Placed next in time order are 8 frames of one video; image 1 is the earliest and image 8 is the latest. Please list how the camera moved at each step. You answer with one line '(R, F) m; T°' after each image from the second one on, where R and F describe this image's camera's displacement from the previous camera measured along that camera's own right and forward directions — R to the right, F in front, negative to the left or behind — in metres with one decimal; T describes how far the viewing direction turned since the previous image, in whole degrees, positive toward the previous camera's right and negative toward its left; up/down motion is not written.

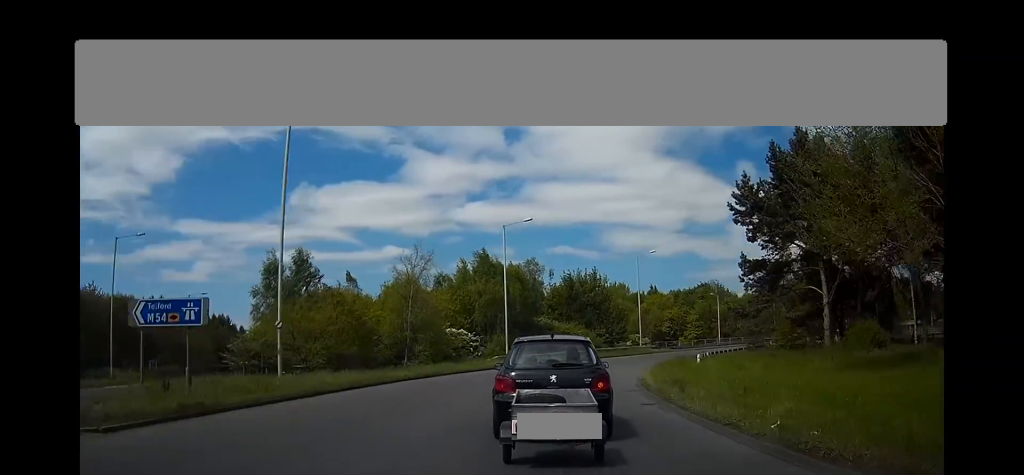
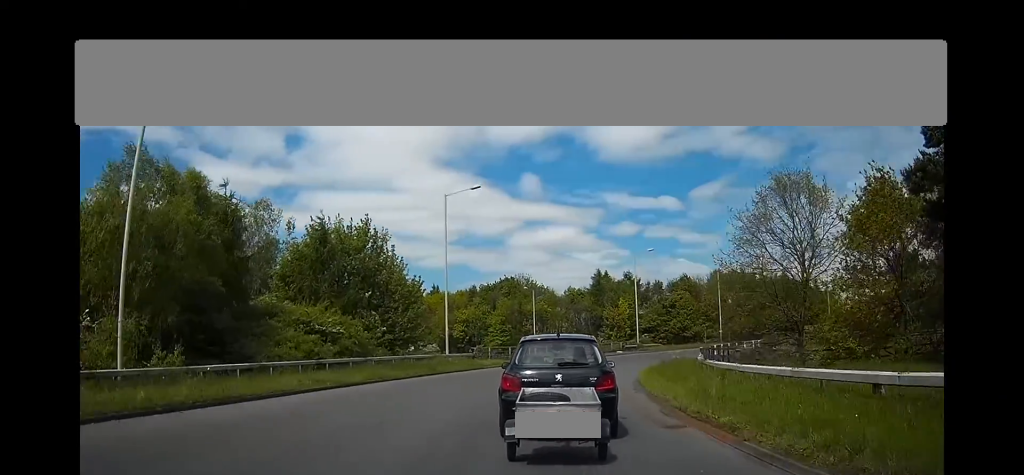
(+5.9, +35.4) m; +19°
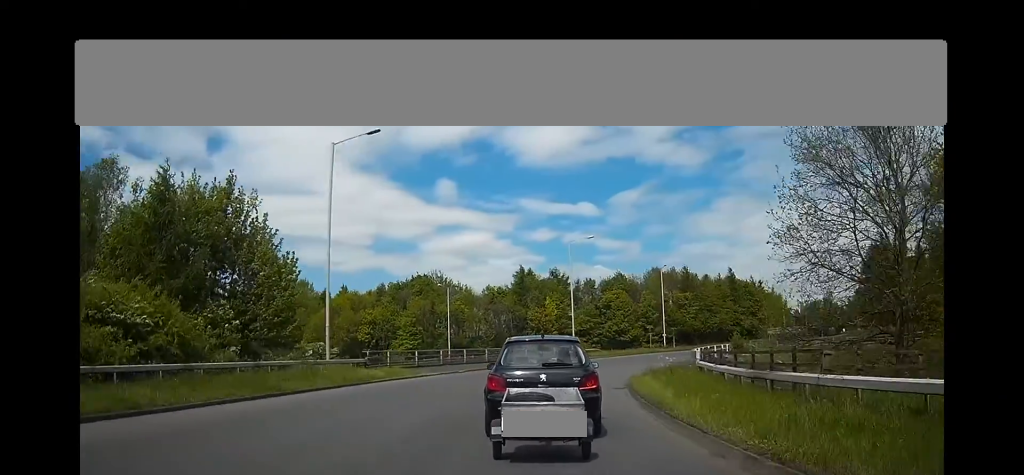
(+1.1, +12.5) m; +7°
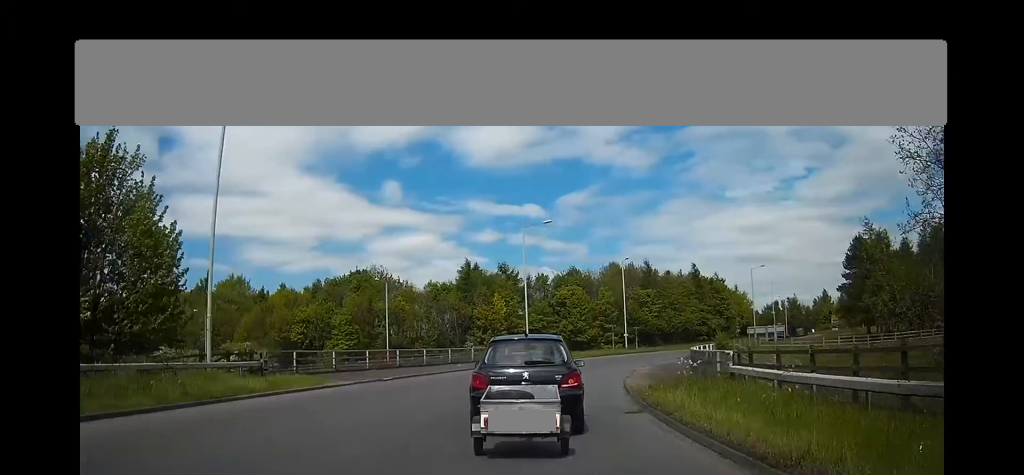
(0.0, +8.5) m; +5°
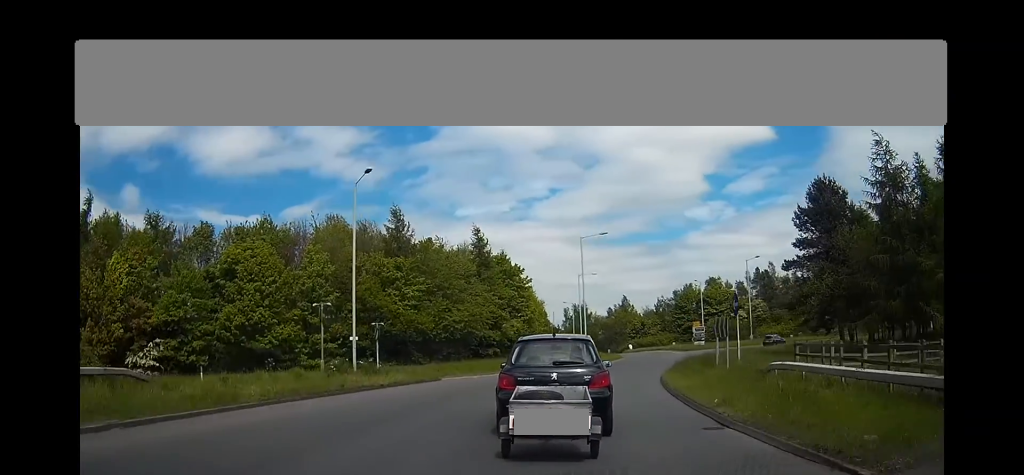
(+12.2, +43.2) m; +31°
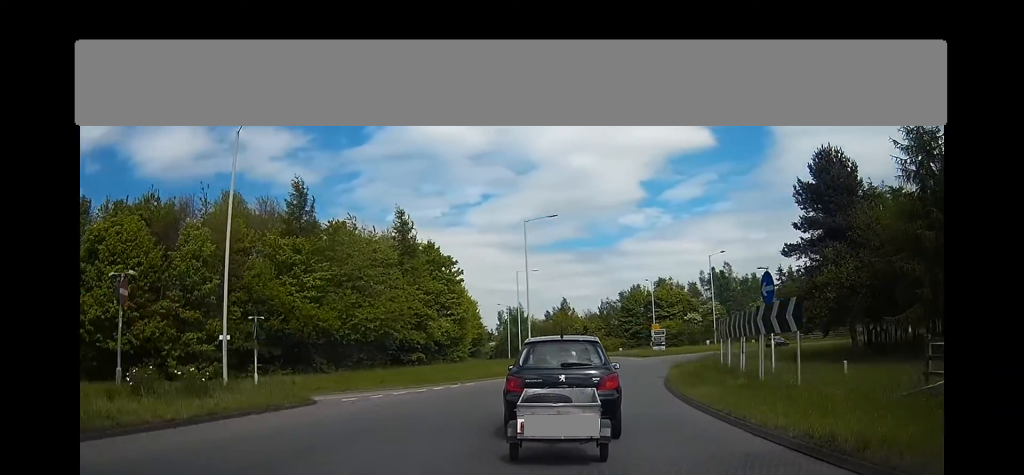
(+0.5, +10.4) m; +7°
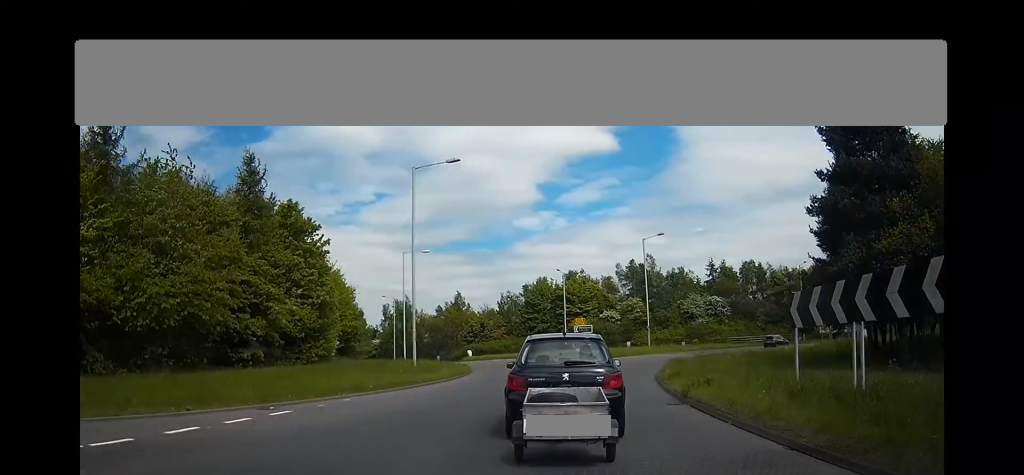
(+1.6, +14.9) m; +10°
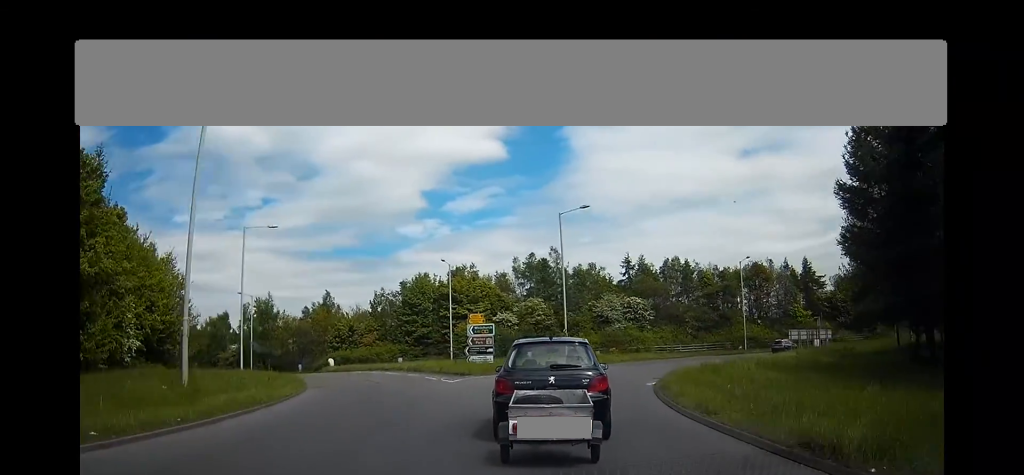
(+1.6, +16.9) m; +11°
